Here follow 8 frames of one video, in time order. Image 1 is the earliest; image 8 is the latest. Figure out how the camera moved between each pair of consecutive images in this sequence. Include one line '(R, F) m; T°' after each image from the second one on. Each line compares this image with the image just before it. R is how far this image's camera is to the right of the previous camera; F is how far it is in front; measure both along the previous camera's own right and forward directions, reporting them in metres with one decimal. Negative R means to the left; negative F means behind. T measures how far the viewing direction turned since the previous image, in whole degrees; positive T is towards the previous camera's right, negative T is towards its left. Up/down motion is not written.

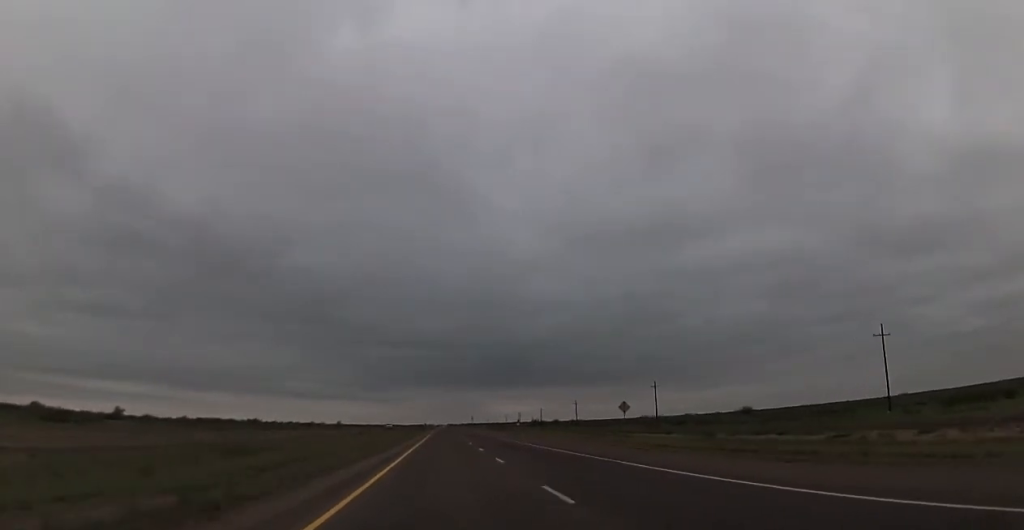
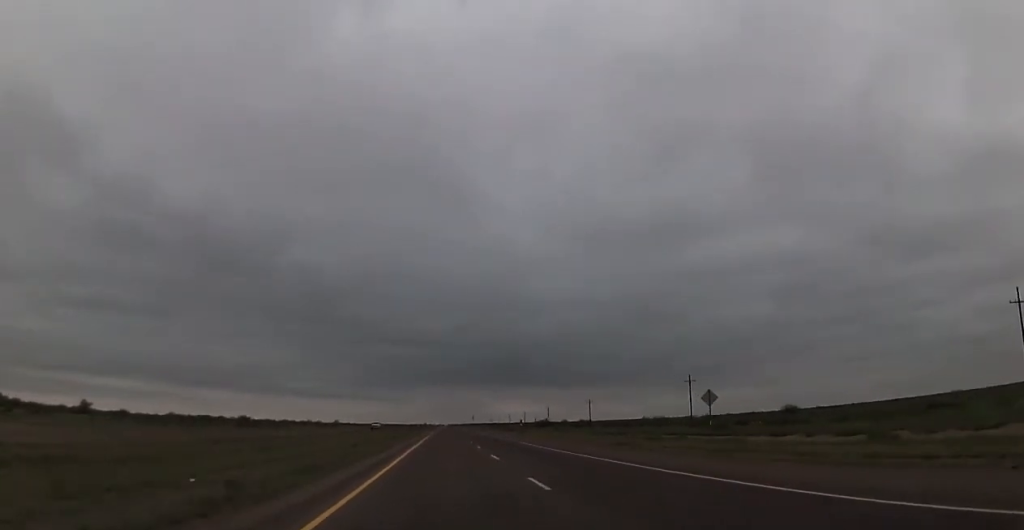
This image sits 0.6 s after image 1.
(0.0, +22.0) m; 0°
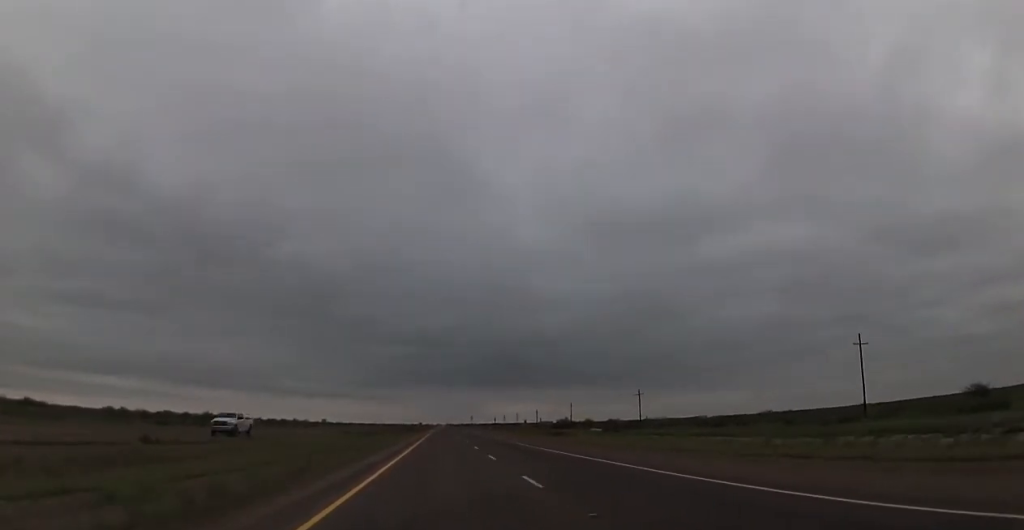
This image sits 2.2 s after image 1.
(+0.2, +60.0) m; 0°
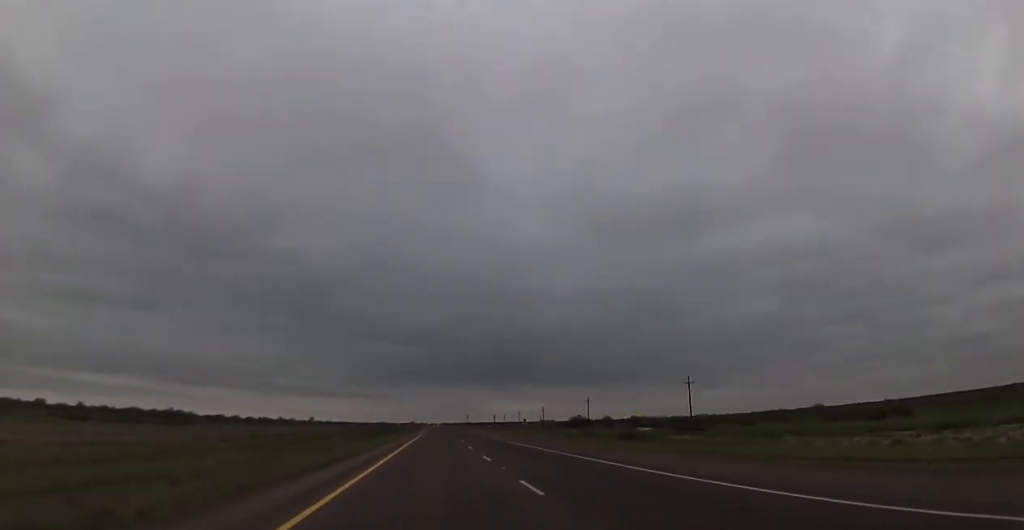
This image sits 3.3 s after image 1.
(-0.1, +38.0) m; 0°
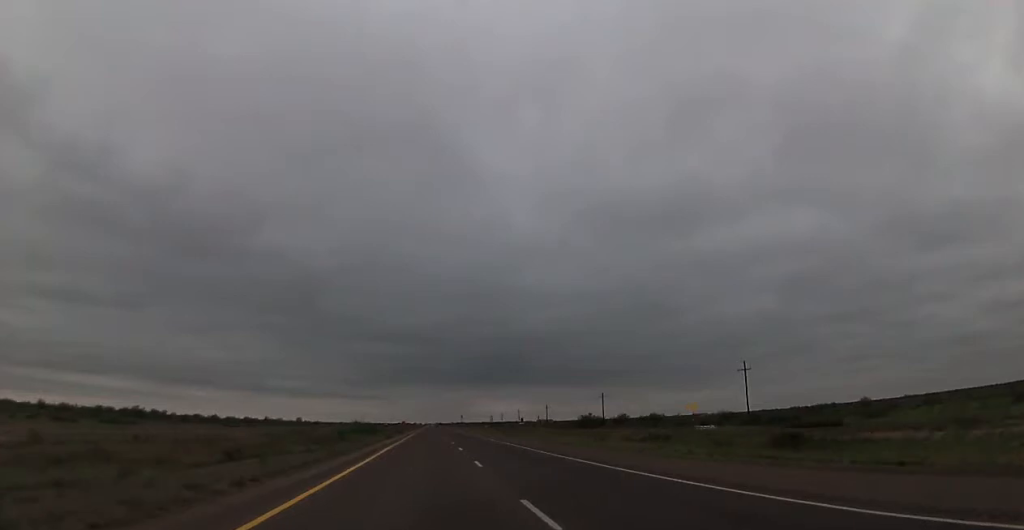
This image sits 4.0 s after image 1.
(+0.1, +28.2) m; 0°
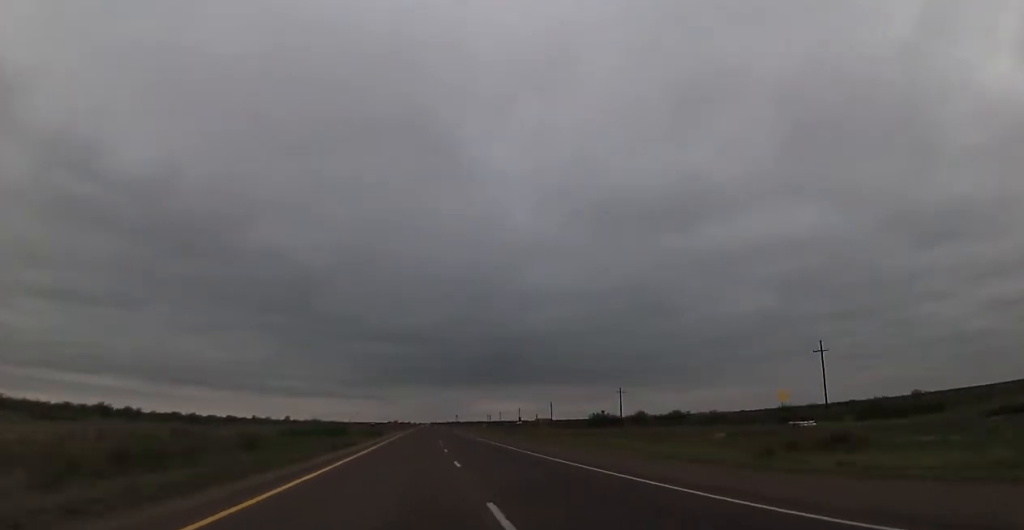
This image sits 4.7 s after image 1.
(+0.1, +24.6) m; 0°
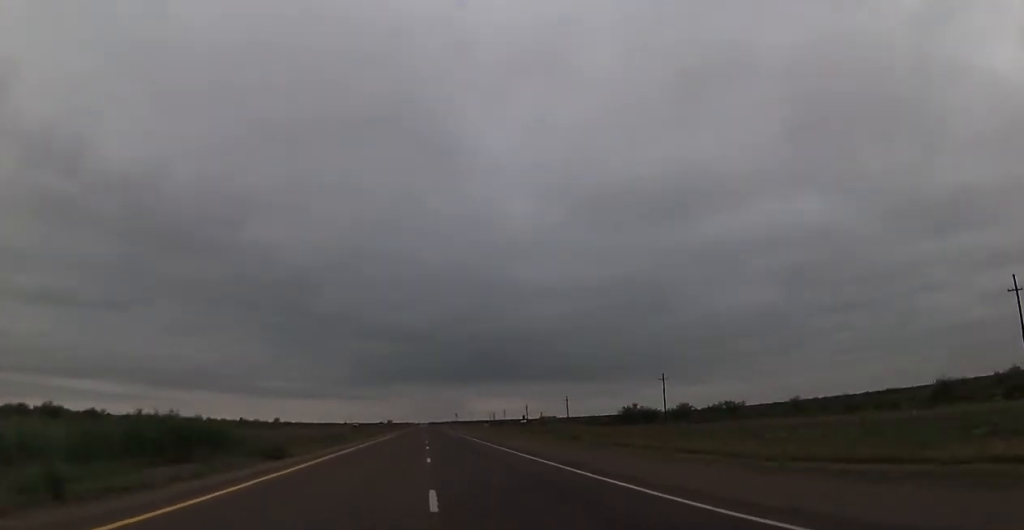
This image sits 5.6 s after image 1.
(+0.1, +34.3) m; 0°
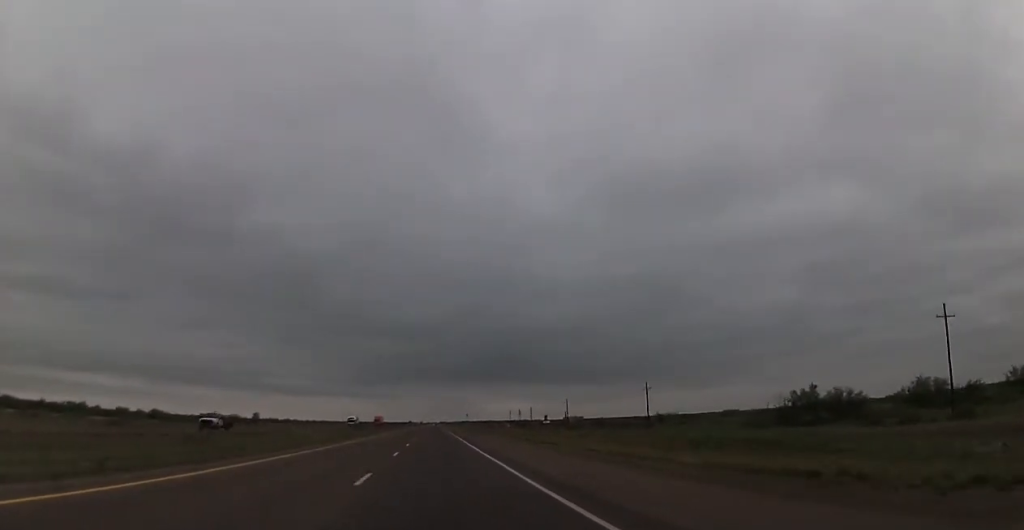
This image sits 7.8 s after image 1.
(-0.3, +80.9) m; 0°
